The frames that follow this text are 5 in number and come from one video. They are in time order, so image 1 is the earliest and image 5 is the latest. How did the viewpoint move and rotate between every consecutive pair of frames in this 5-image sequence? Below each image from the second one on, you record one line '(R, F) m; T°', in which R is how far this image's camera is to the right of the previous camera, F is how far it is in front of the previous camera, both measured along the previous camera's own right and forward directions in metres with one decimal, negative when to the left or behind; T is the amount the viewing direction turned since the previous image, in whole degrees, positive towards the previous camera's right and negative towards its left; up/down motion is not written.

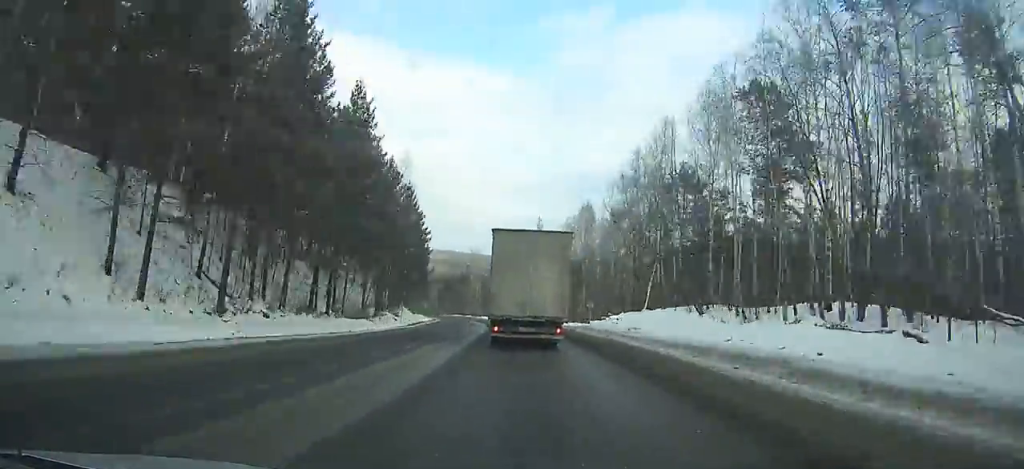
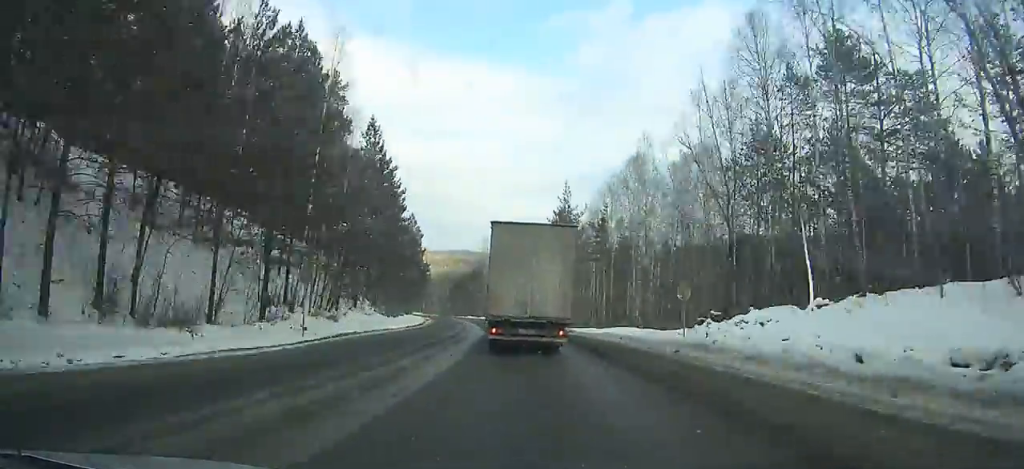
(-0.9, +25.5) m; -2°
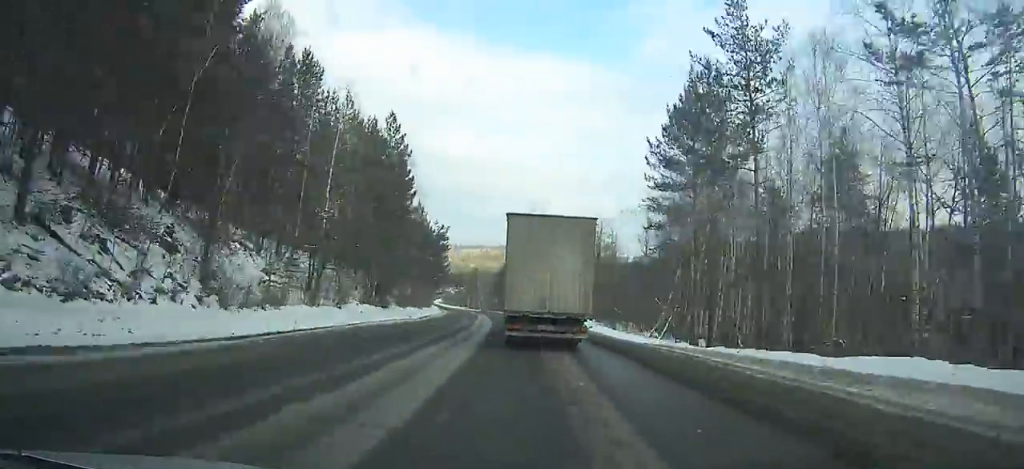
(-2.2, +51.0) m; -5°
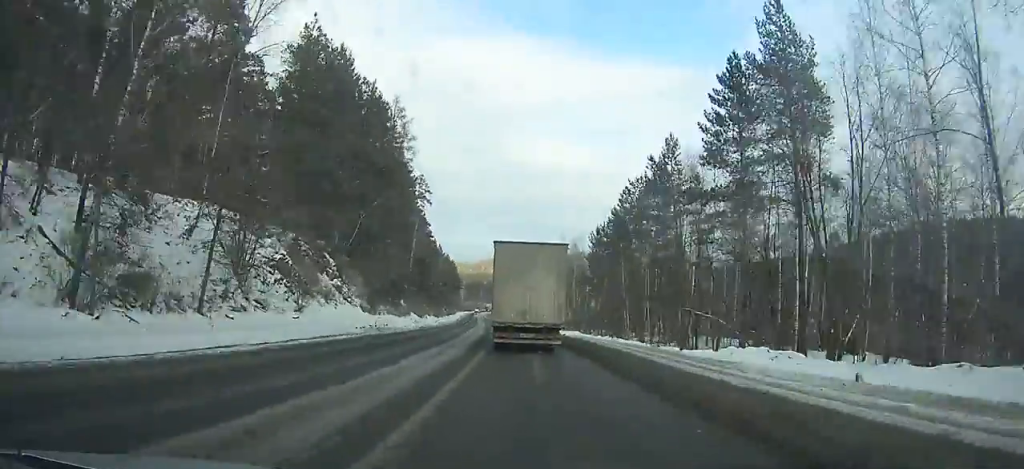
(-10.3, +120.6) m; -8°
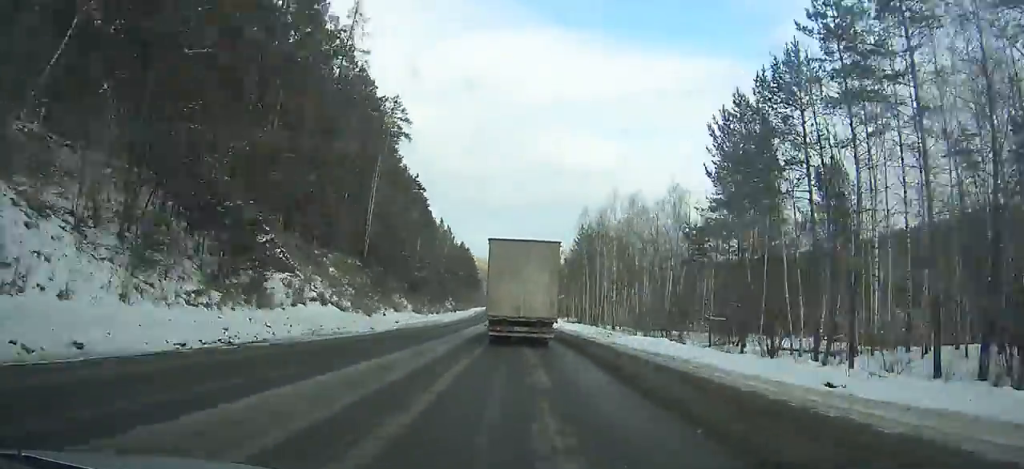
(-0.6, +40.2) m; -2°
